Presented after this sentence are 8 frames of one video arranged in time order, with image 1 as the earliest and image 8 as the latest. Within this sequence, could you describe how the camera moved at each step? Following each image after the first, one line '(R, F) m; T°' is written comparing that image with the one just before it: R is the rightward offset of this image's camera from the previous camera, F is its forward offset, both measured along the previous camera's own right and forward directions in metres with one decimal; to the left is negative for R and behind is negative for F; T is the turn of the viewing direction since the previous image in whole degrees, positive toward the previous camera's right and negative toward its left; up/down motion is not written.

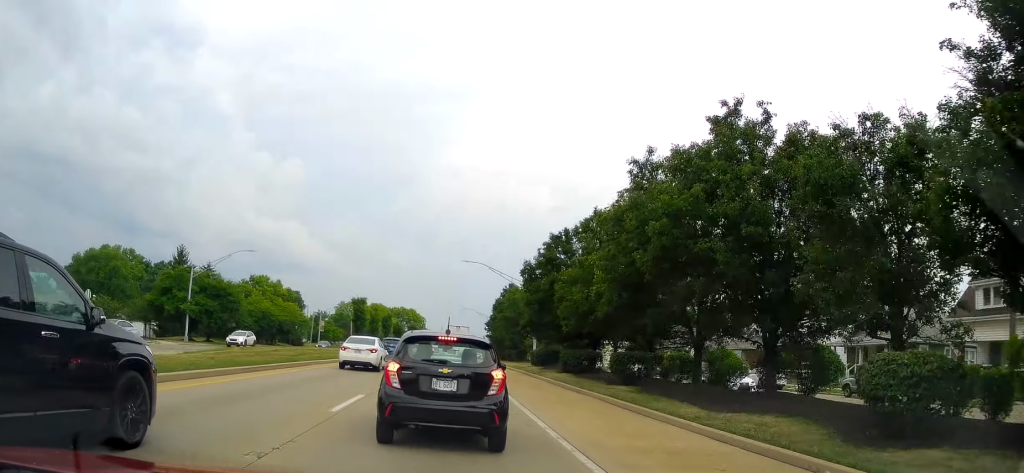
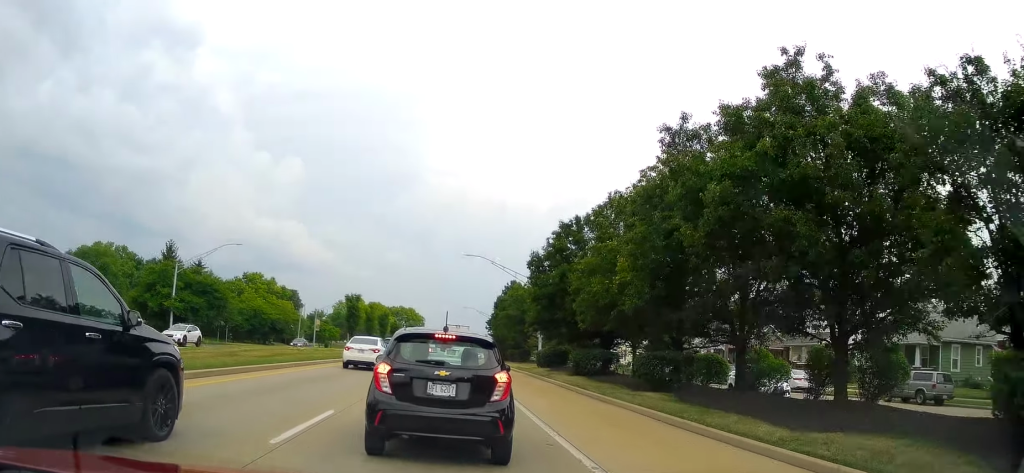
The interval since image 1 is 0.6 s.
(-0.1, +4.3) m; -1°
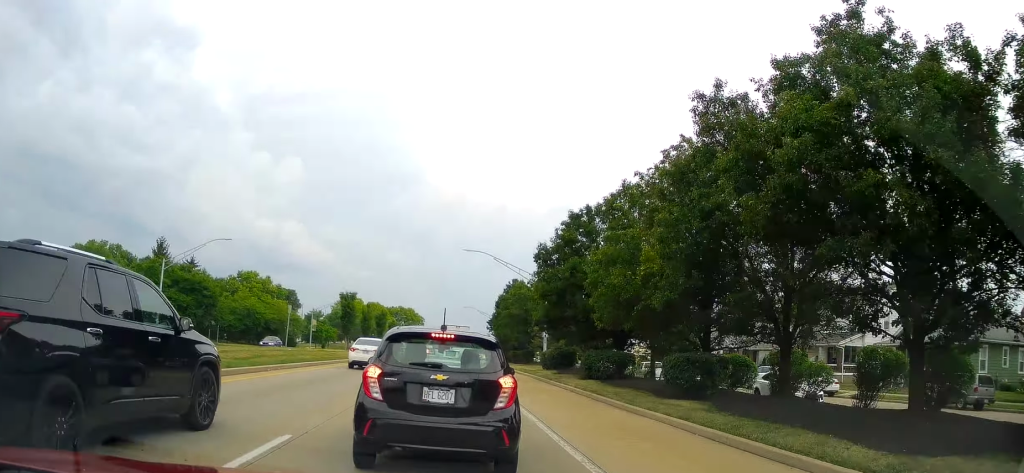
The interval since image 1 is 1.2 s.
(0.0, +3.5) m; +1°
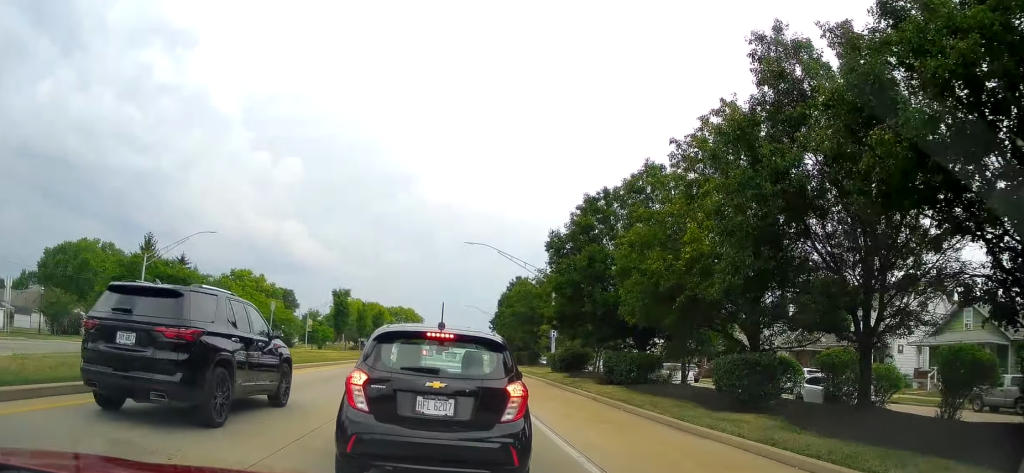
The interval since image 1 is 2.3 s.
(0.0, +5.4) m; +4°
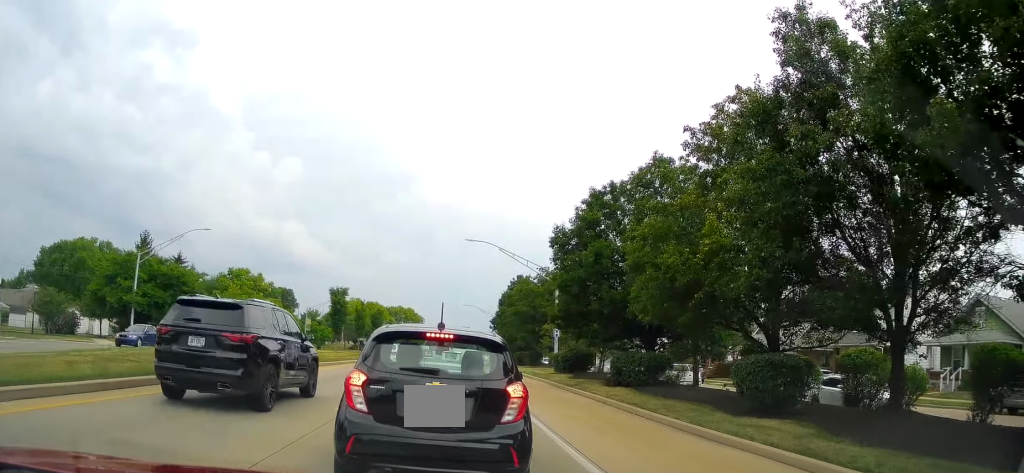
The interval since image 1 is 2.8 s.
(0.0, +2.0) m; +1°
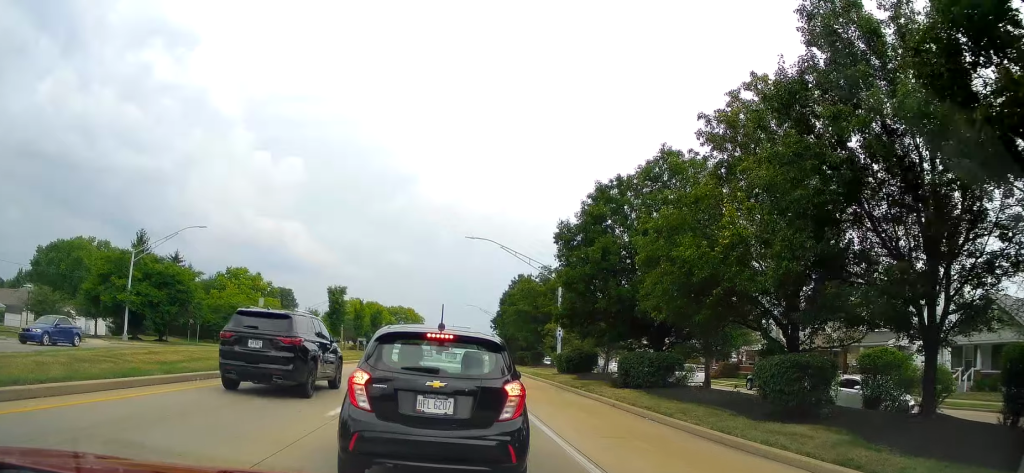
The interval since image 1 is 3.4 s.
(+0.2, +1.9) m; -1°
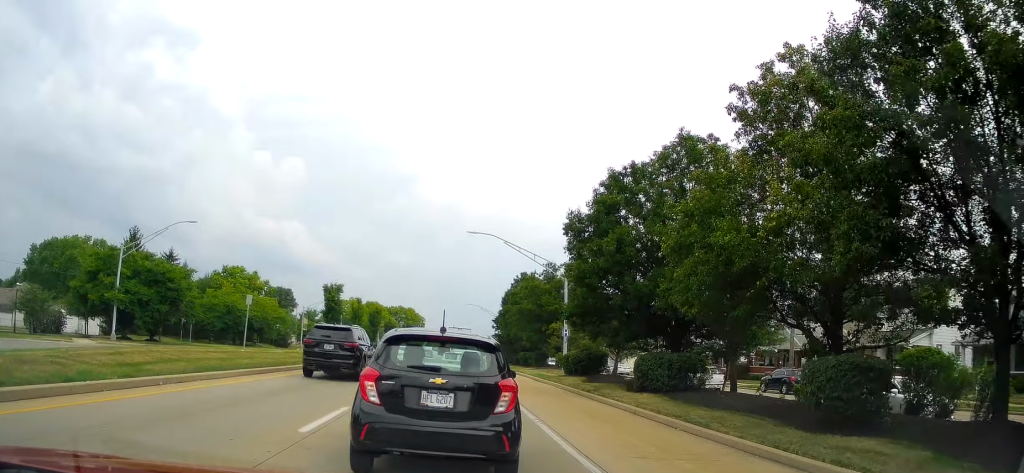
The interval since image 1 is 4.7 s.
(-0.3, +3.0) m; 0°
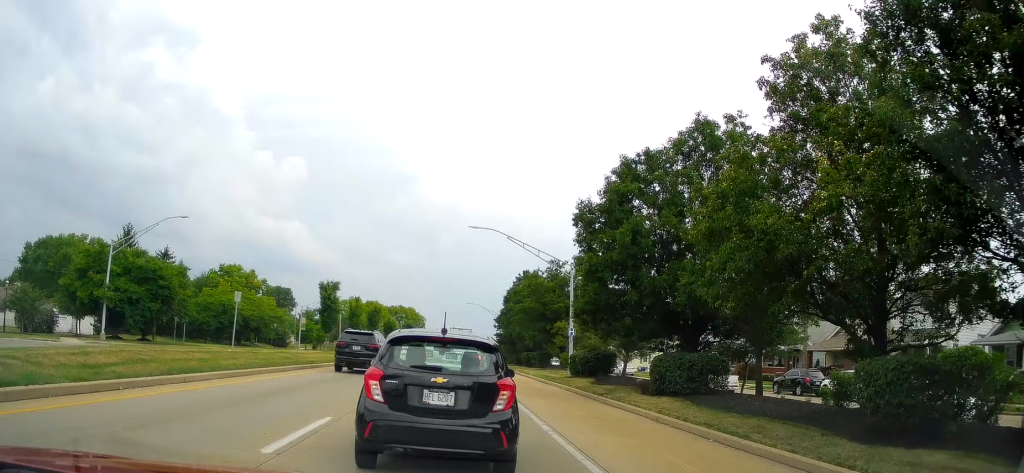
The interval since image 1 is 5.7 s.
(+0.5, +1.3) m; 0°
